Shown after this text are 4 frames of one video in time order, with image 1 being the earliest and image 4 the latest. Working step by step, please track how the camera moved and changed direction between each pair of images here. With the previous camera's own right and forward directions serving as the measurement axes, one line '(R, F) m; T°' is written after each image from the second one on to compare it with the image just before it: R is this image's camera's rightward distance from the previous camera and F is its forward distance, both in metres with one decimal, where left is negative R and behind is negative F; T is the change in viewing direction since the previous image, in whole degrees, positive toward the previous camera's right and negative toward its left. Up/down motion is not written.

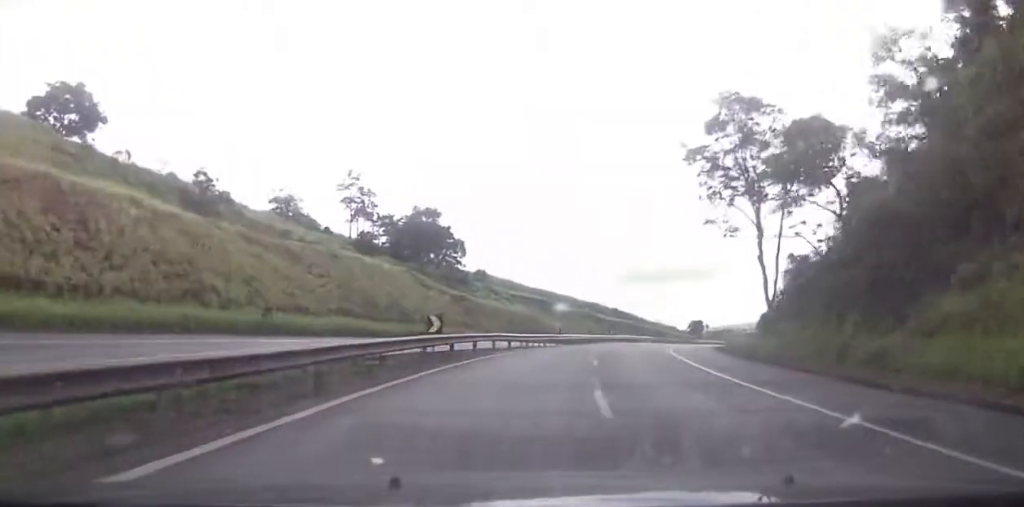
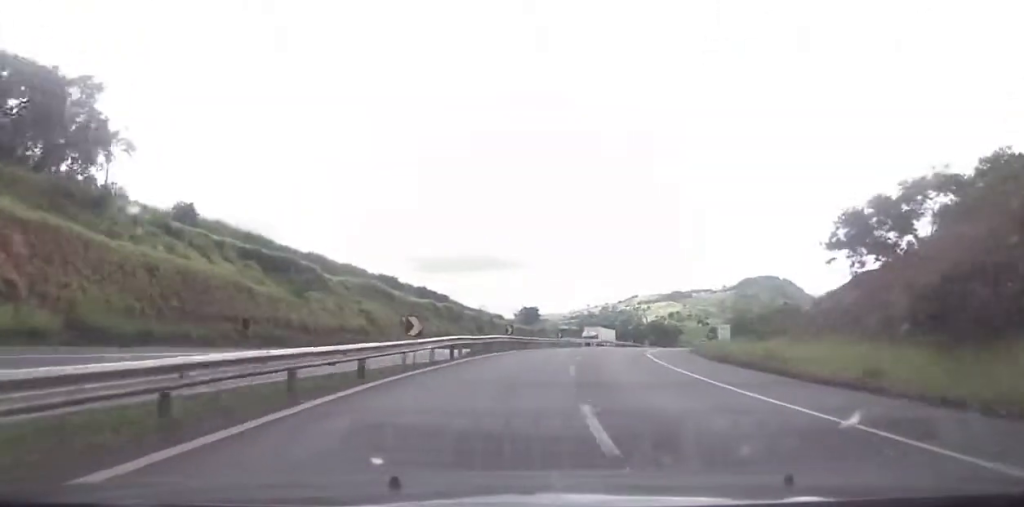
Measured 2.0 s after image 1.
(+6.4, +57.7) m; +14°
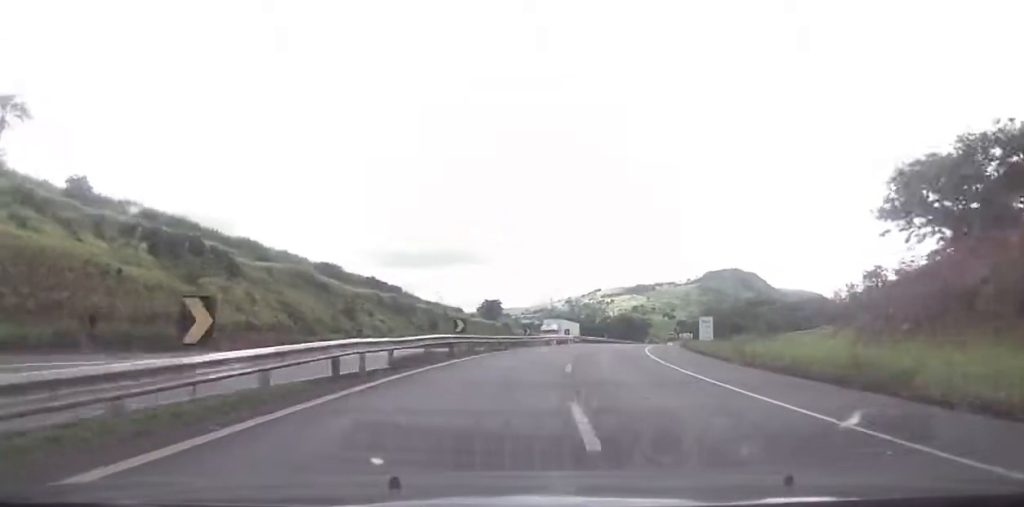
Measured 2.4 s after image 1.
(+0.3, +13.2) m; +3°
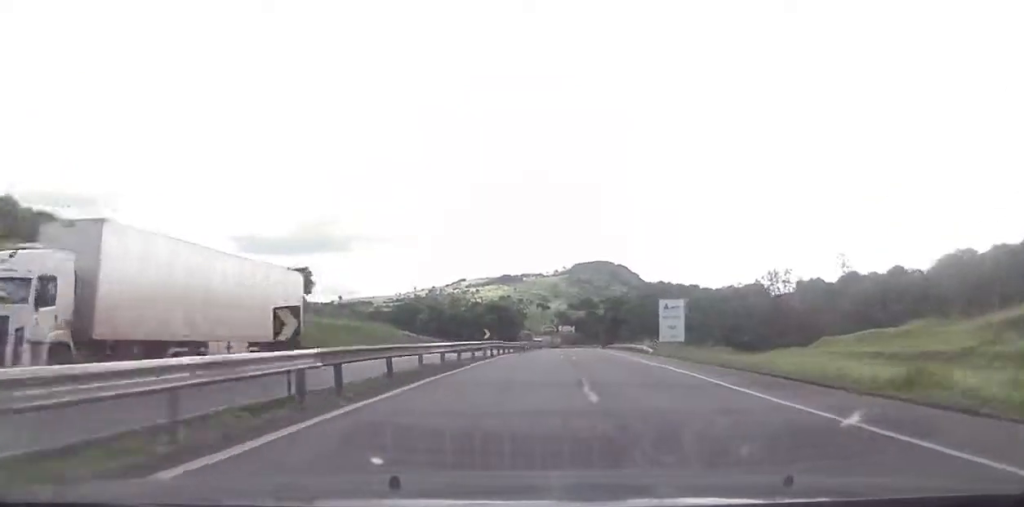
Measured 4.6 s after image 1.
(+7.7, +59.5) m; +15°
